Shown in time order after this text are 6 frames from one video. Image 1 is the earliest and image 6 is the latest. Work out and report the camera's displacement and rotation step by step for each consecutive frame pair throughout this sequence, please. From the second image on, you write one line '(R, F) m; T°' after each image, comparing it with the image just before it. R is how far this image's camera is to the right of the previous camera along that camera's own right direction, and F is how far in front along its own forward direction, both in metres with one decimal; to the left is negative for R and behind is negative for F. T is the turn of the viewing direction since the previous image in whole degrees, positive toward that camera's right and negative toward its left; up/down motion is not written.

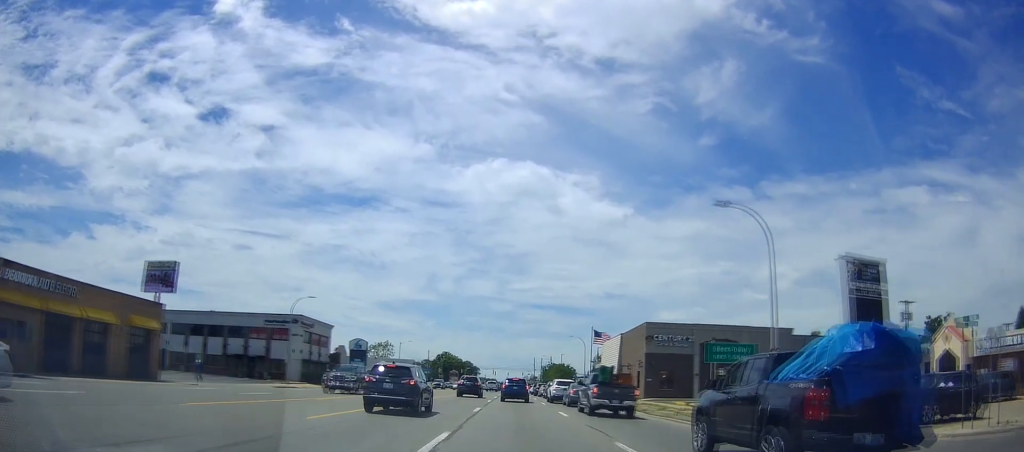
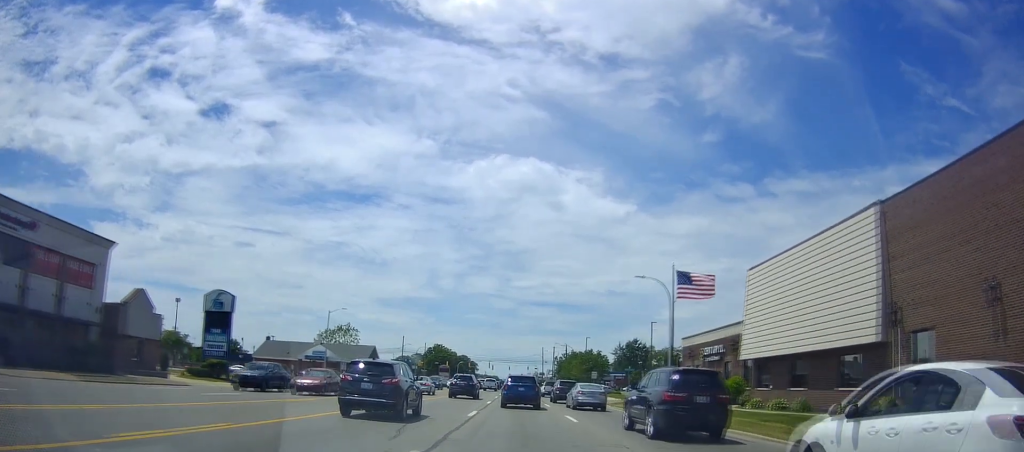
(+1.5, +51.9) m; +1°
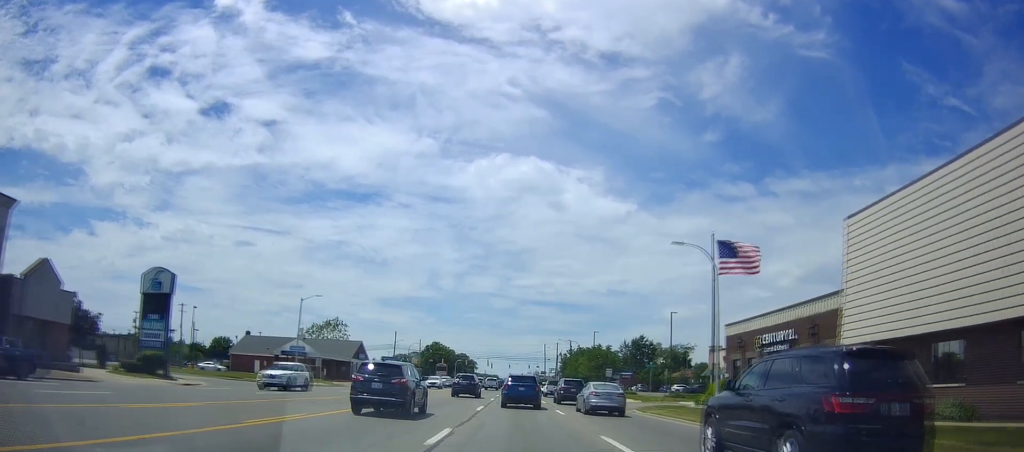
(-0.2, +10.5) m; -1°
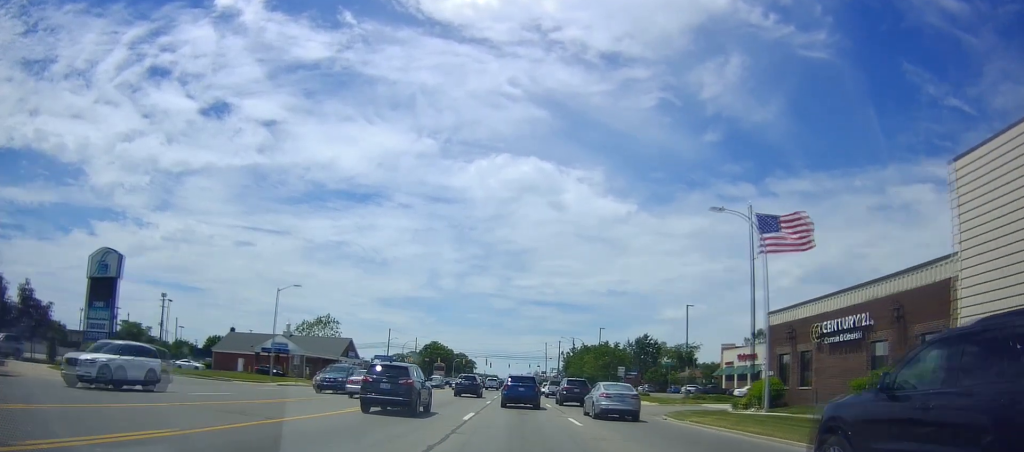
(-0.1, +7.4) m; +1°
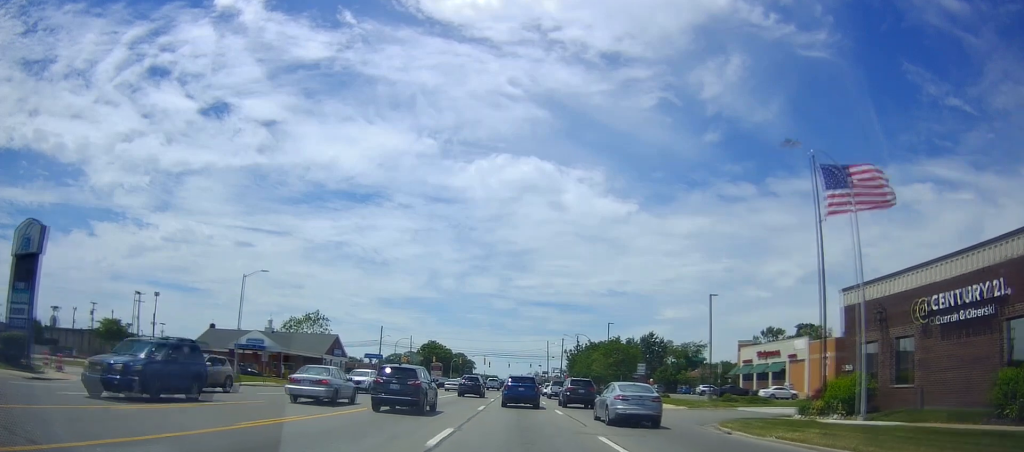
(+0.2, +8.0) m; -1°
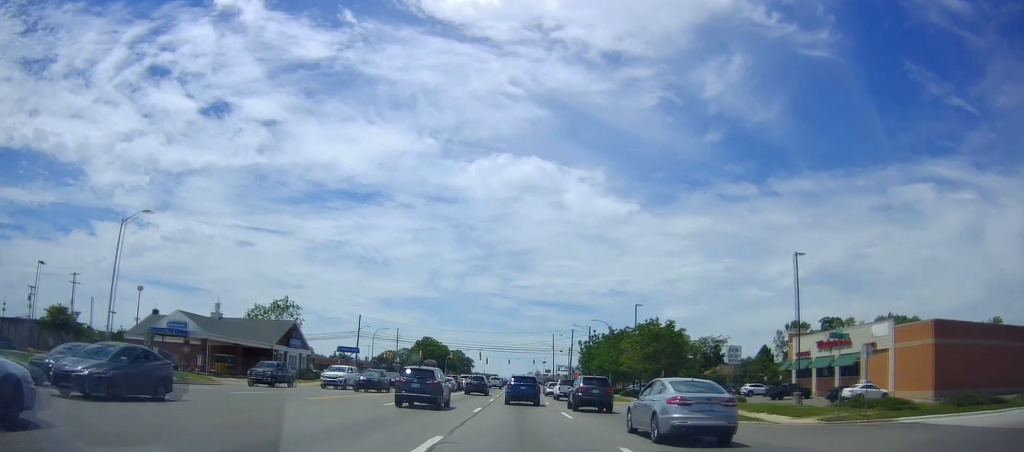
(-0.3, +17.6) m; 0°
